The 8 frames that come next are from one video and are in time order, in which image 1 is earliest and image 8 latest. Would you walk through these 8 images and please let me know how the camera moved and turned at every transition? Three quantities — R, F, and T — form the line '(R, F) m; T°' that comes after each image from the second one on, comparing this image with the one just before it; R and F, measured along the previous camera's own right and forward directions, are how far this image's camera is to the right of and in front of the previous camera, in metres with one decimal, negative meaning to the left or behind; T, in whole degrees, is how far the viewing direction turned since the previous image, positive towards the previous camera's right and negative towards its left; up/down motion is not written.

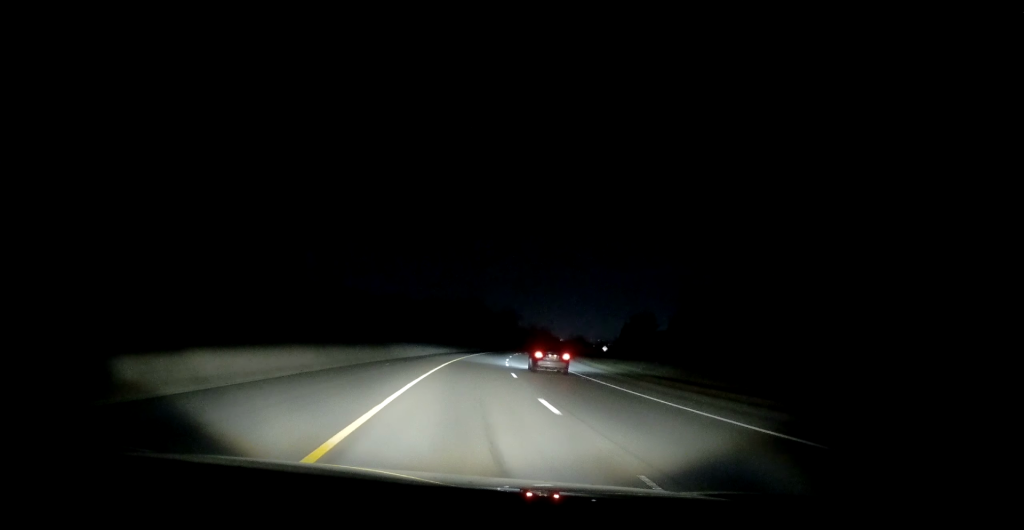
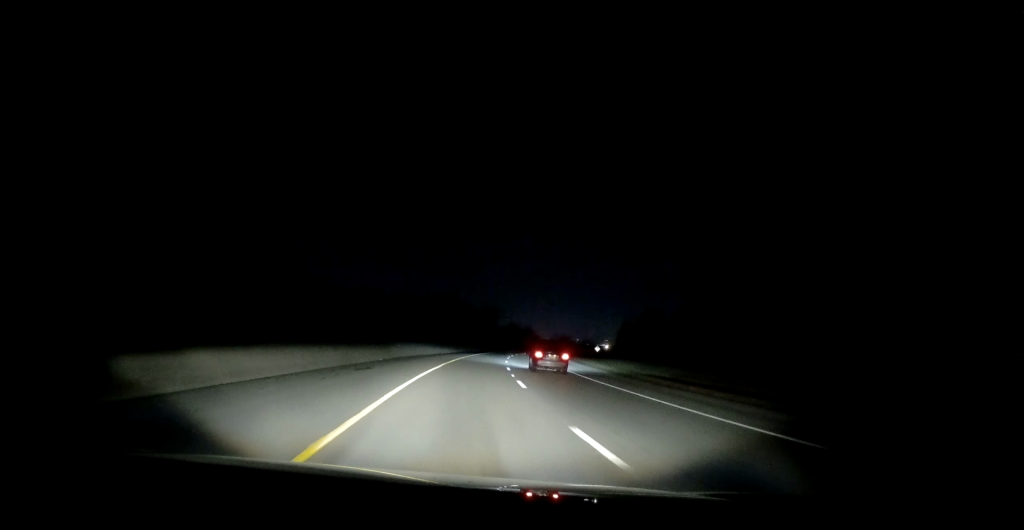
(+0.2, +17.4) m; +2°
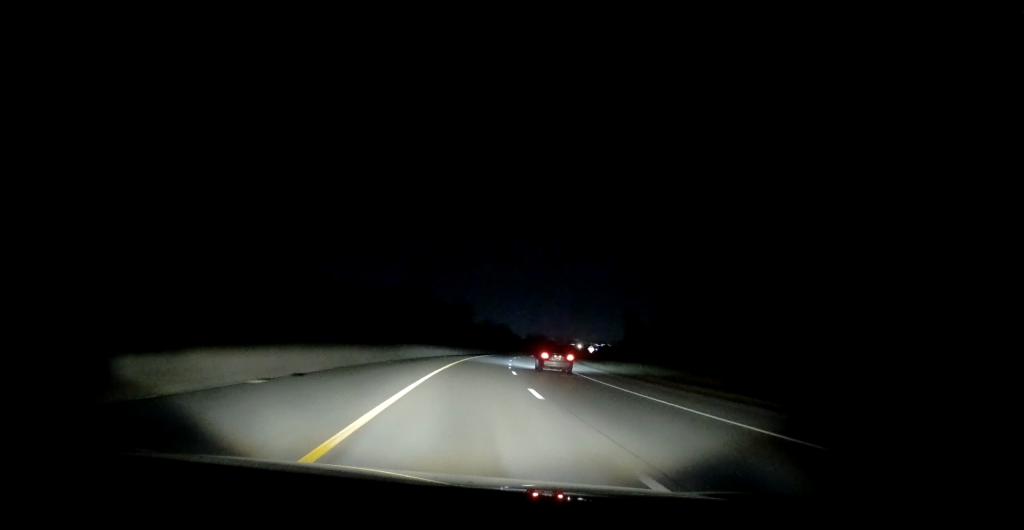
(+1.0, +27.0) m; +4°
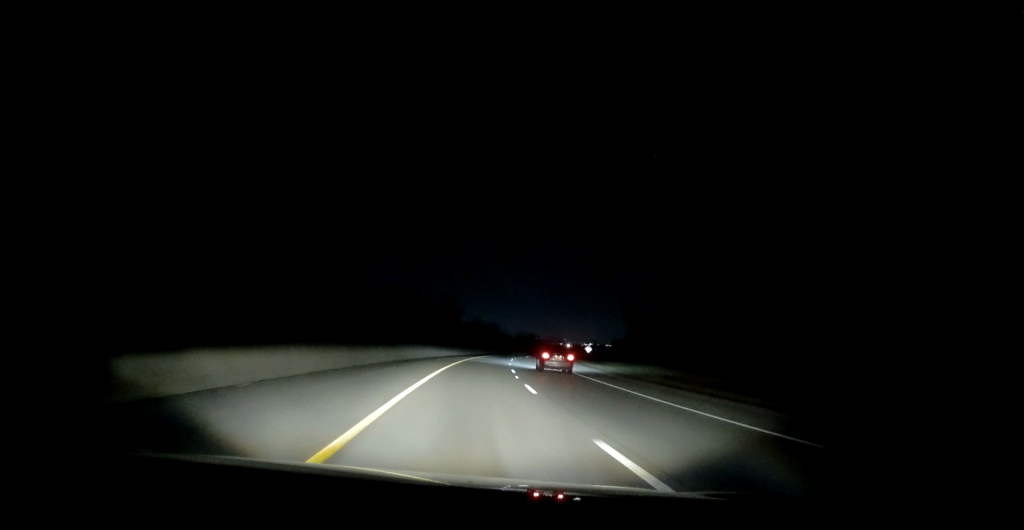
(+0.4, +9.8) m; +1°
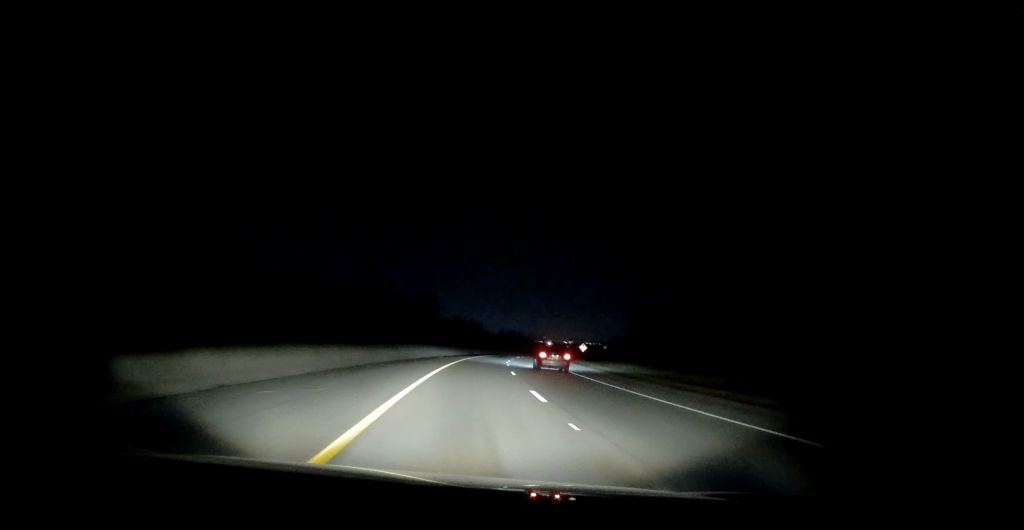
(0.0, +14.7) m; +2°
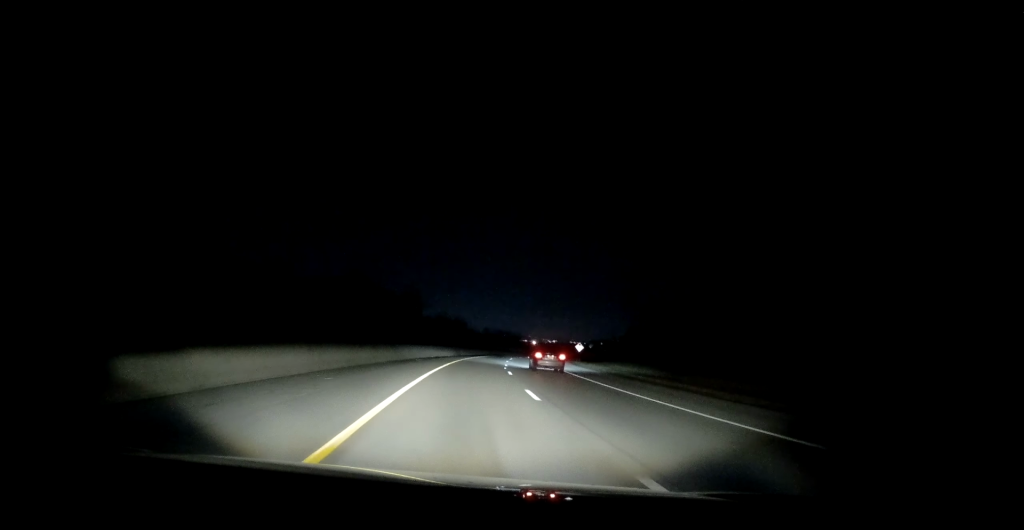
(-0.5, +11.4) m; +1°
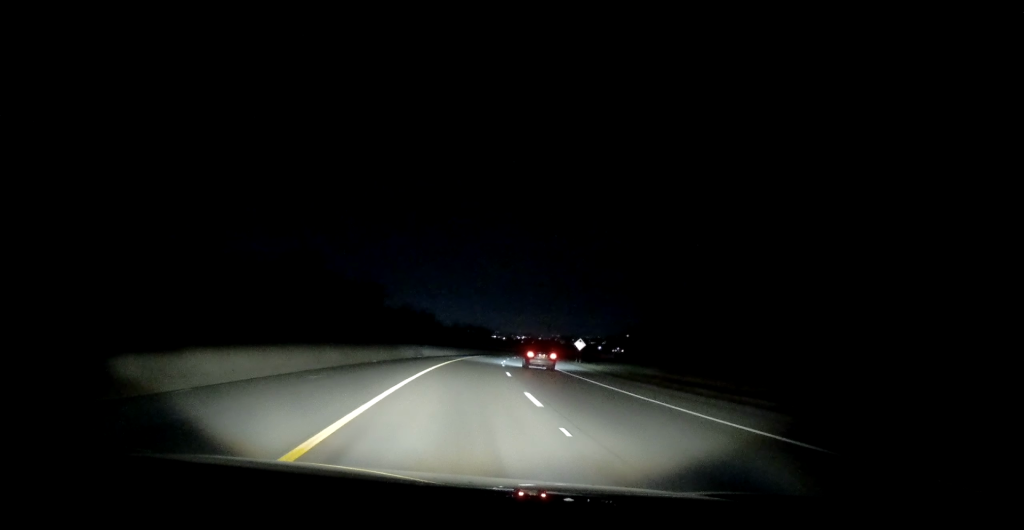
(+1.6, +25.2) m; +5°
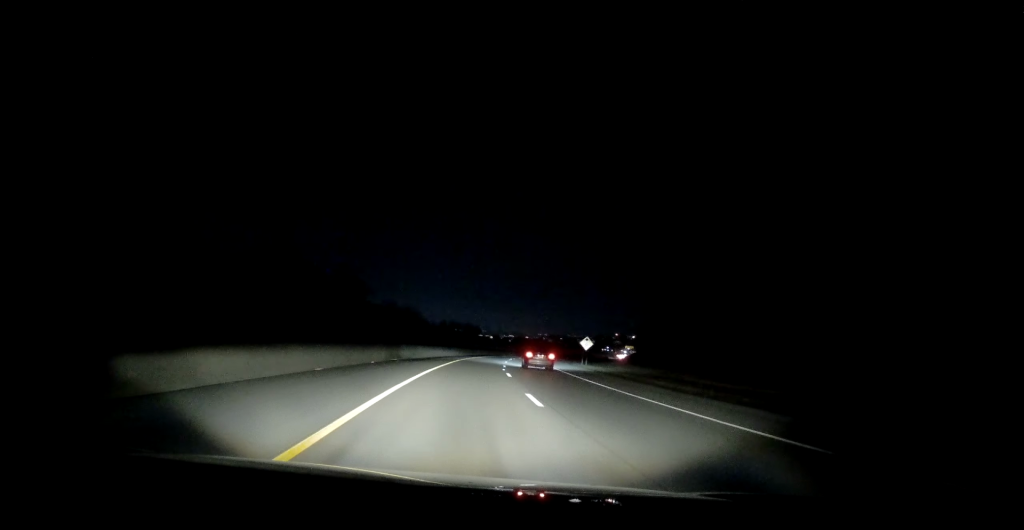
(+0.2, +12.2) m; +1°
